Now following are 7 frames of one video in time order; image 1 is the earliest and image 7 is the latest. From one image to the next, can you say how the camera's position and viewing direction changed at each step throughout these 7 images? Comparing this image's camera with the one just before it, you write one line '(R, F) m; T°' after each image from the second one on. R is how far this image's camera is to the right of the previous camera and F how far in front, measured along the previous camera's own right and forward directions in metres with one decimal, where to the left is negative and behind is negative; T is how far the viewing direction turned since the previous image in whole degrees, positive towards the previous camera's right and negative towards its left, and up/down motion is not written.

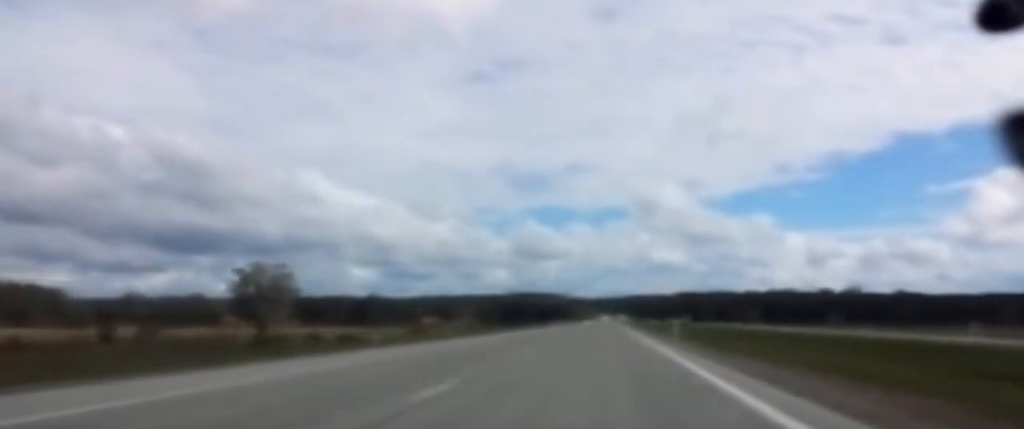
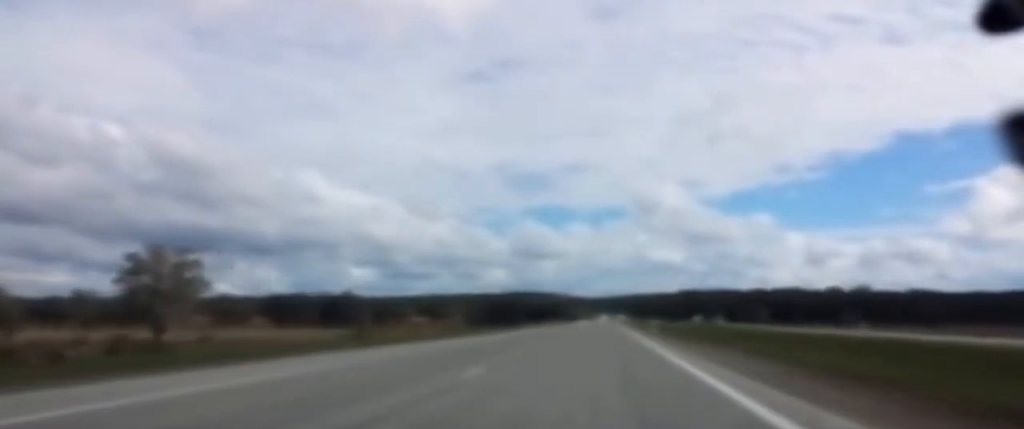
(+0.2, +45.4) m; 0°
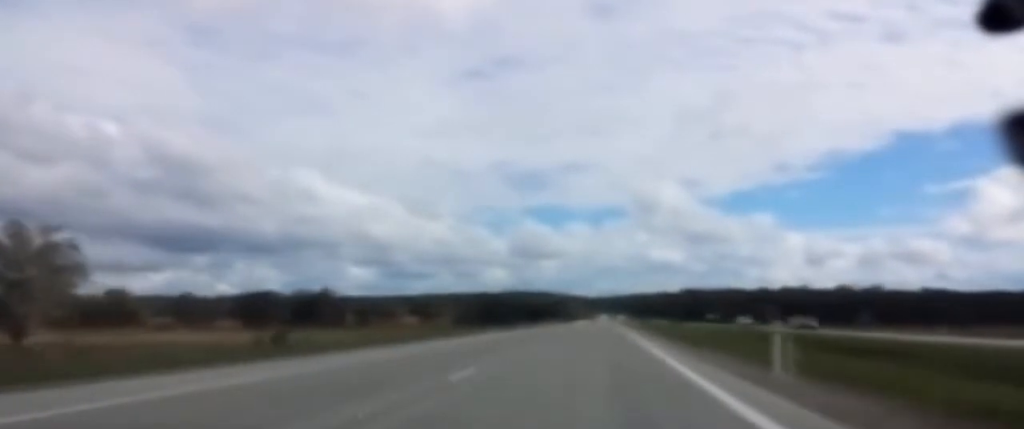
(-0.2, +37.2) m; 0°
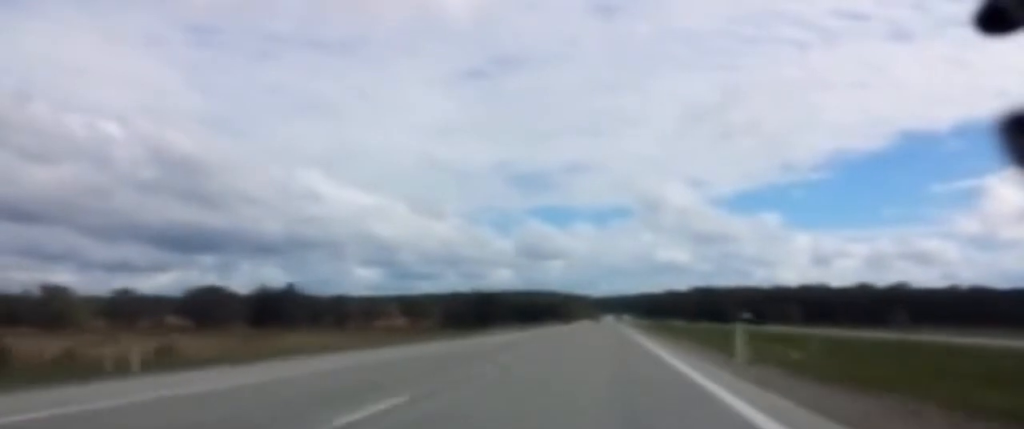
(+0.1, +55.3) m; 0°
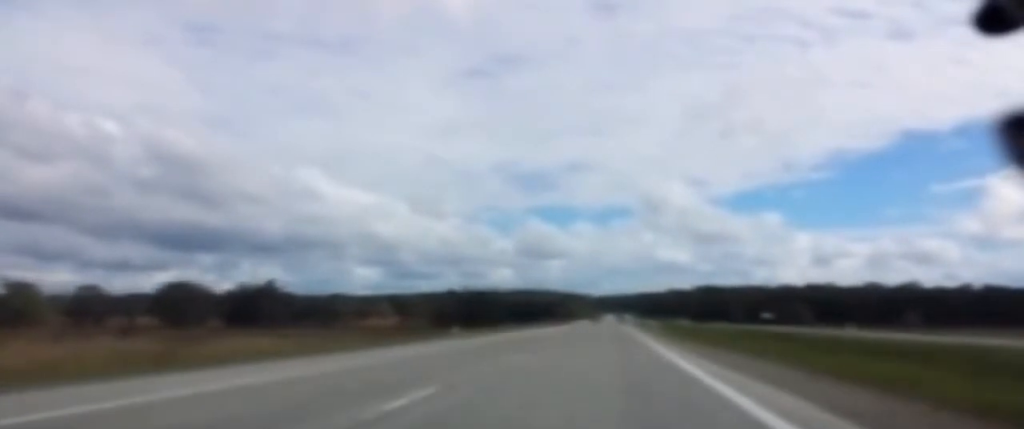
(-0.1, +23.3) m; 0°
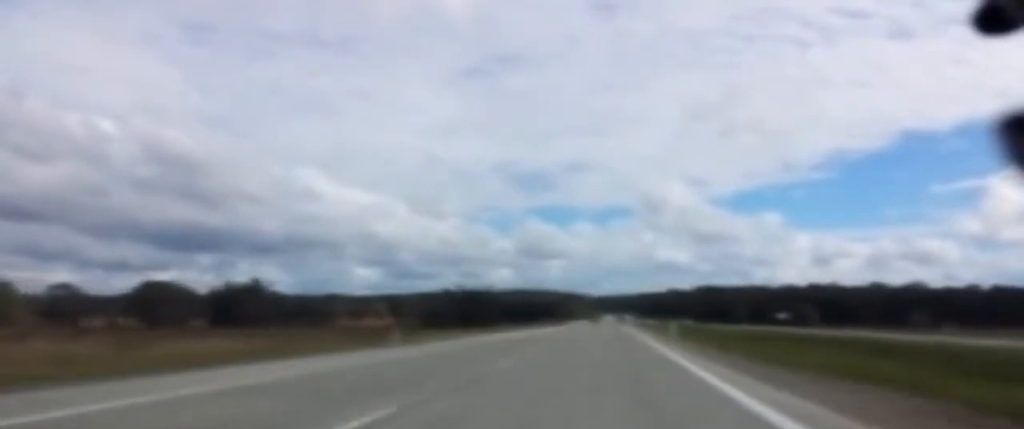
(+0.2, +15.2) m; 0°
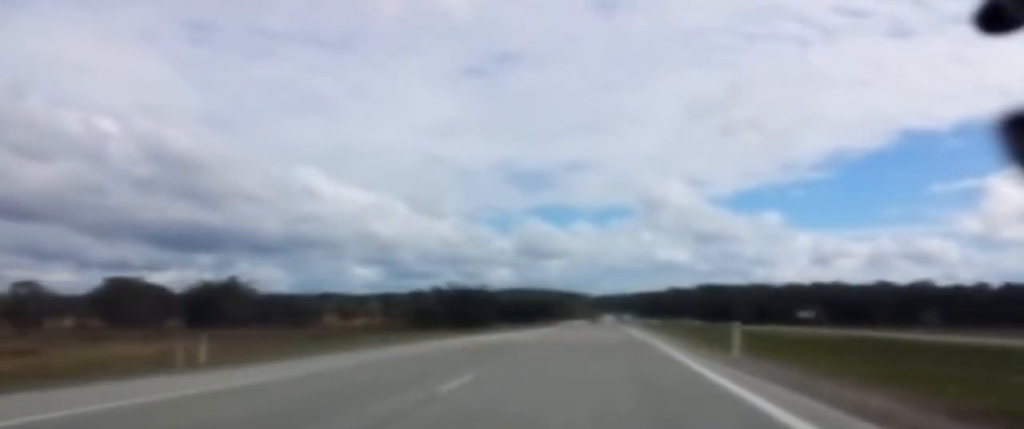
(-0.3, +19.3) m; -1°
